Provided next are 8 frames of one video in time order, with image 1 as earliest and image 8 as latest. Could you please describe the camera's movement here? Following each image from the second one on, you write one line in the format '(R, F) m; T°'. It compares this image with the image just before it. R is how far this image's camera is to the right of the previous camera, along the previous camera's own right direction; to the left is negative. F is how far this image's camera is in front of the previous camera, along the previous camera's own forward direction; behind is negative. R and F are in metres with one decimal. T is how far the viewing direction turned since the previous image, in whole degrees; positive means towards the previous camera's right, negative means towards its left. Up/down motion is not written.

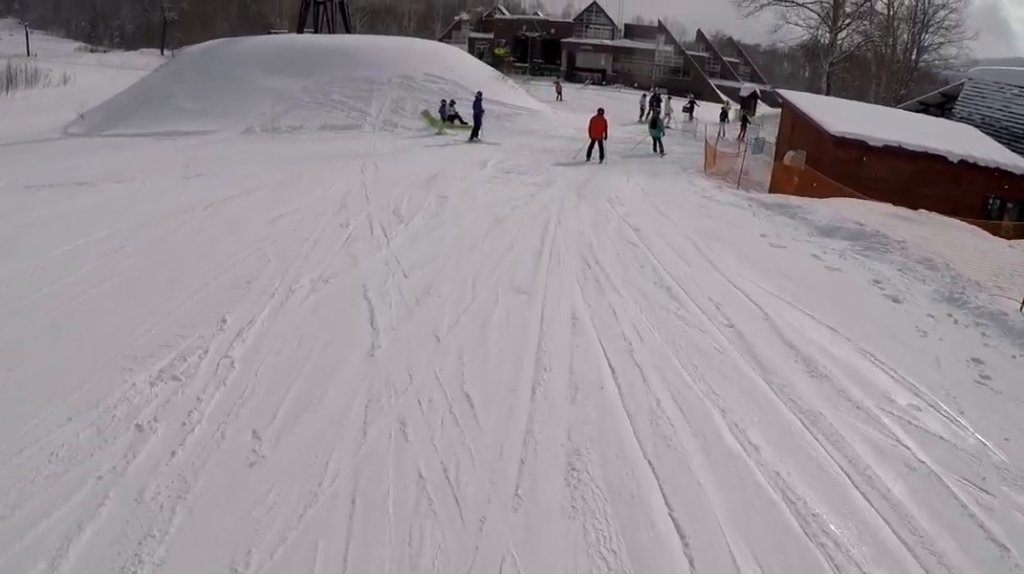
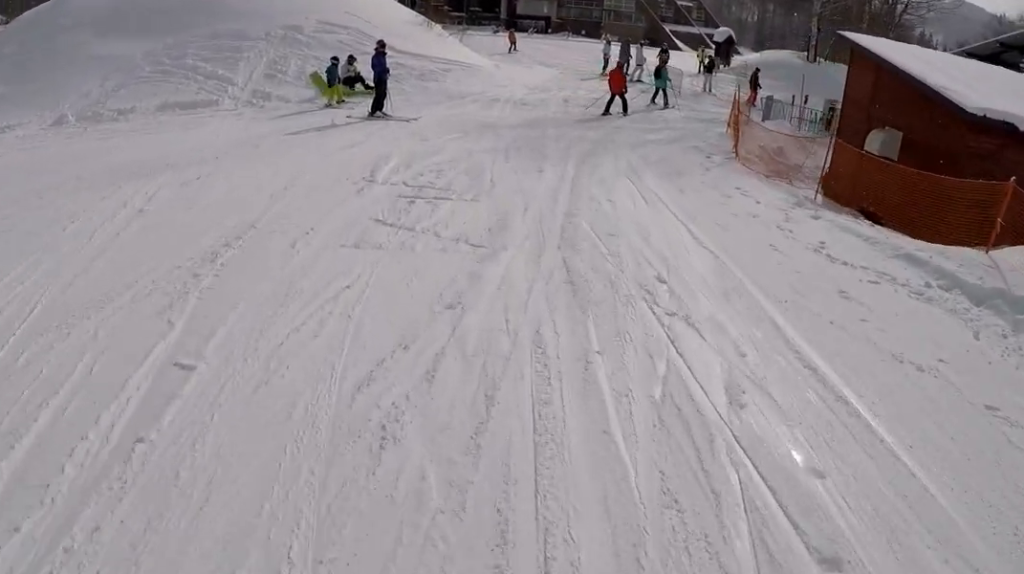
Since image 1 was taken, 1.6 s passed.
(-0.3, +7.4) m; -2°
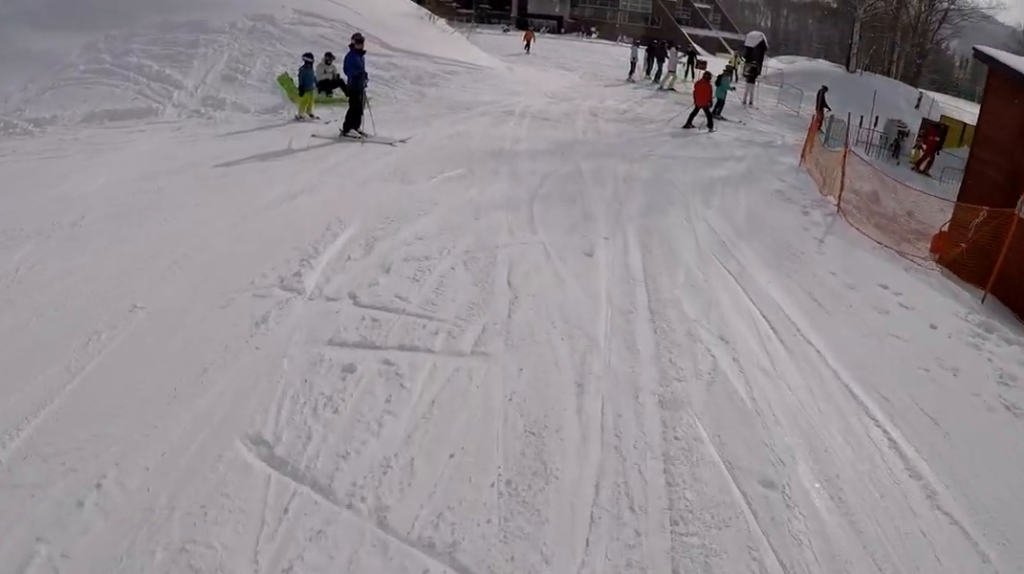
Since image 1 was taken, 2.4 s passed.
(+0.3, +3.8) m; +6°
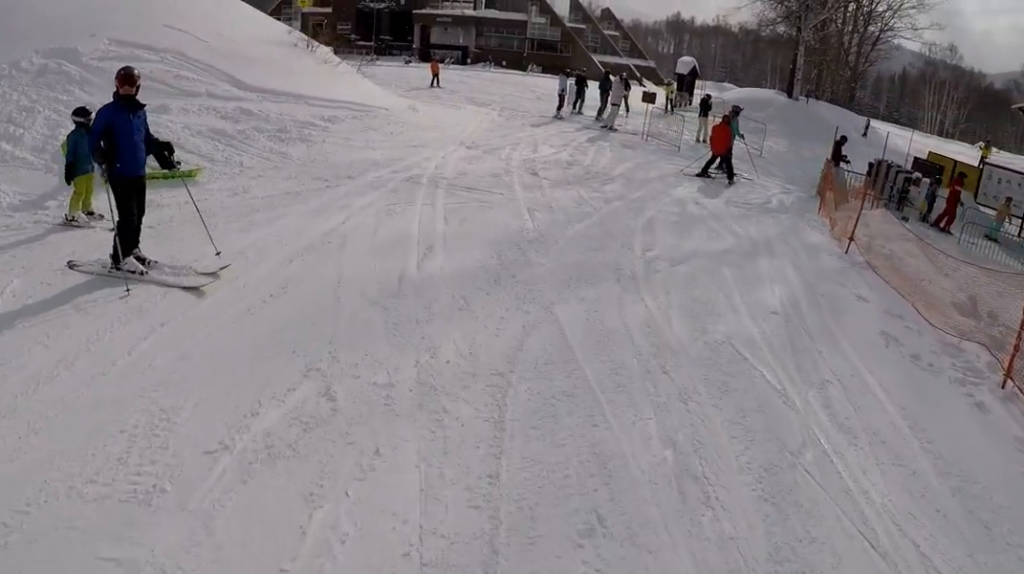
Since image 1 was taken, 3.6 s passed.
(+0.3, +5.4) m; +10°
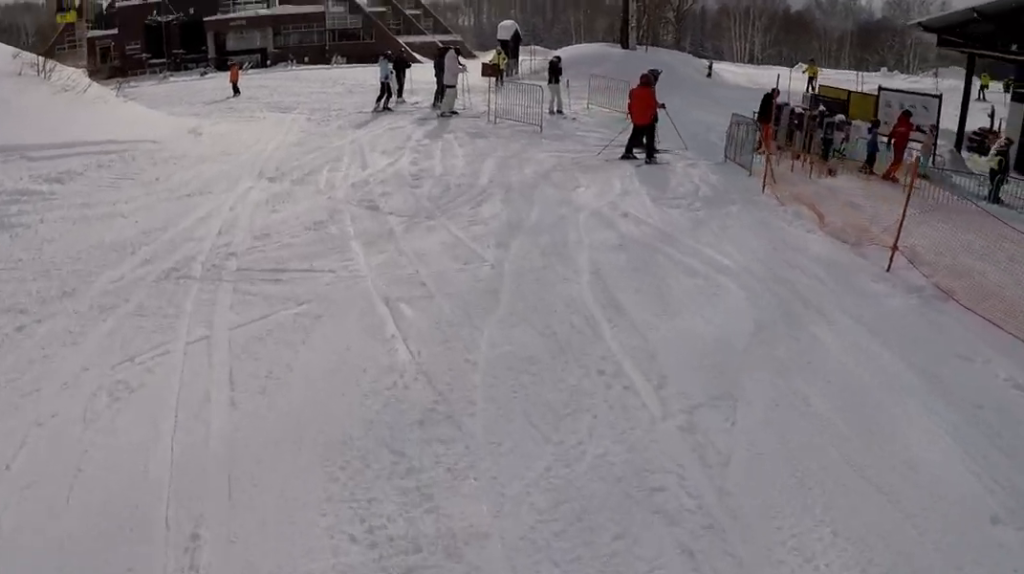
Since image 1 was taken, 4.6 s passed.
(+0.5, +4.1) m; +10°
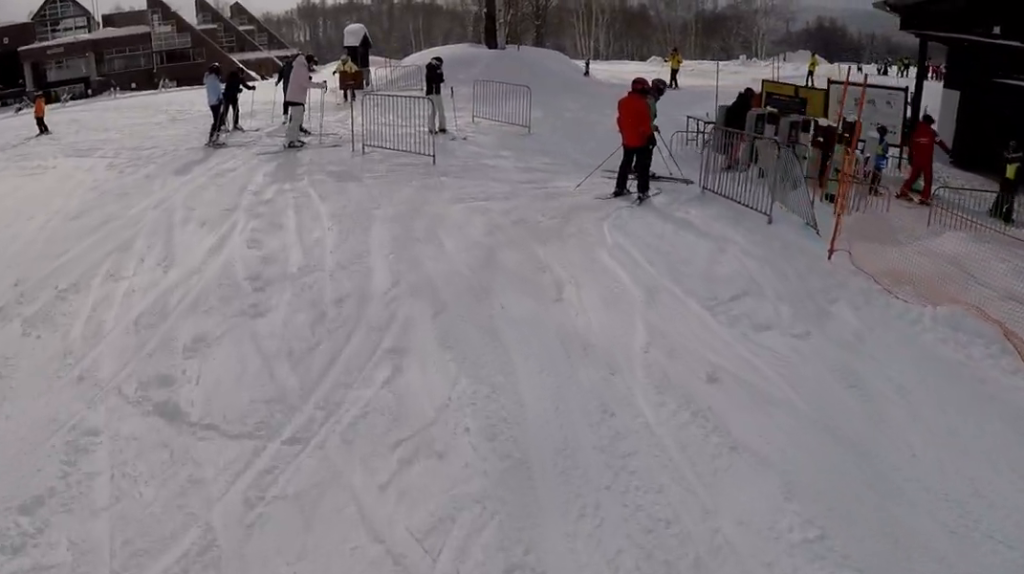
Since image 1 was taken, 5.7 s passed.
(+0.2, +4.3) m; +18°
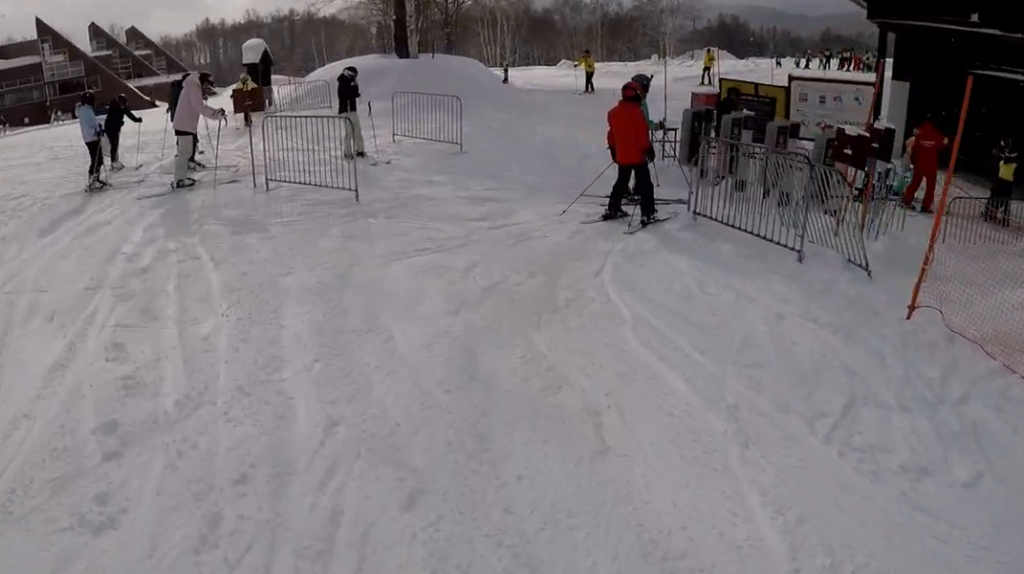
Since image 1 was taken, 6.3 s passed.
(+0.5, +1.7) m; +10°
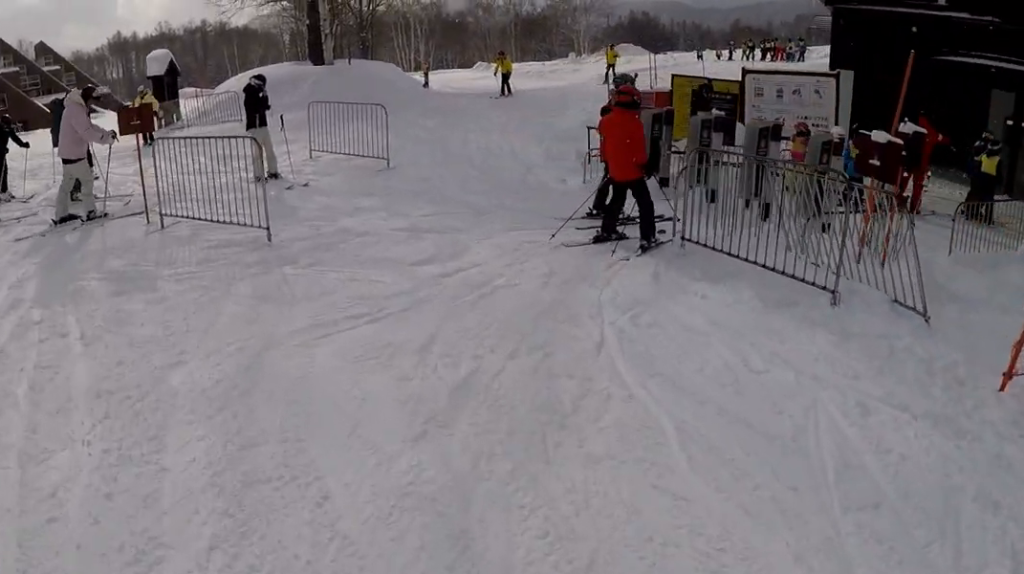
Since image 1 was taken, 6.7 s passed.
(+0.2, +1.4) m; +8°
